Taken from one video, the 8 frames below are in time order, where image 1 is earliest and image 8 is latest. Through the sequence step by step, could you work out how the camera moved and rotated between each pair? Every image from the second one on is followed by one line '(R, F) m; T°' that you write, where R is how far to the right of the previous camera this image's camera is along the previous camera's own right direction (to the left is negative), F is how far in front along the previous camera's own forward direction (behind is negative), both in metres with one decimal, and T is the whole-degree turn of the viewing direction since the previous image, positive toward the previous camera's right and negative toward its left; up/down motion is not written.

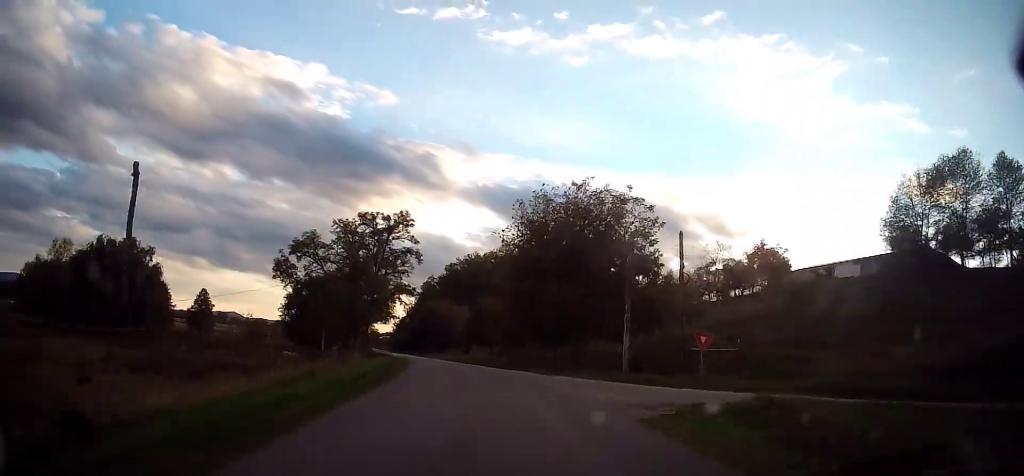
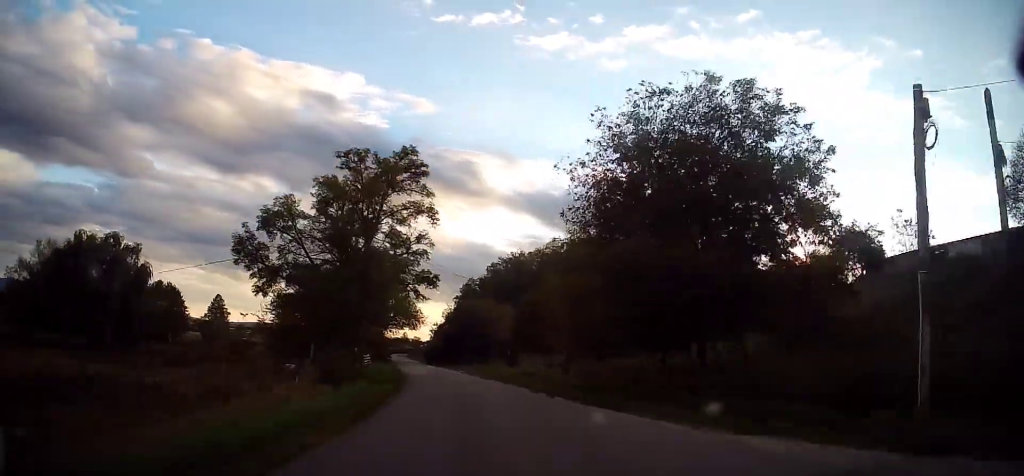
(-0.6, +14.2) m; -4°
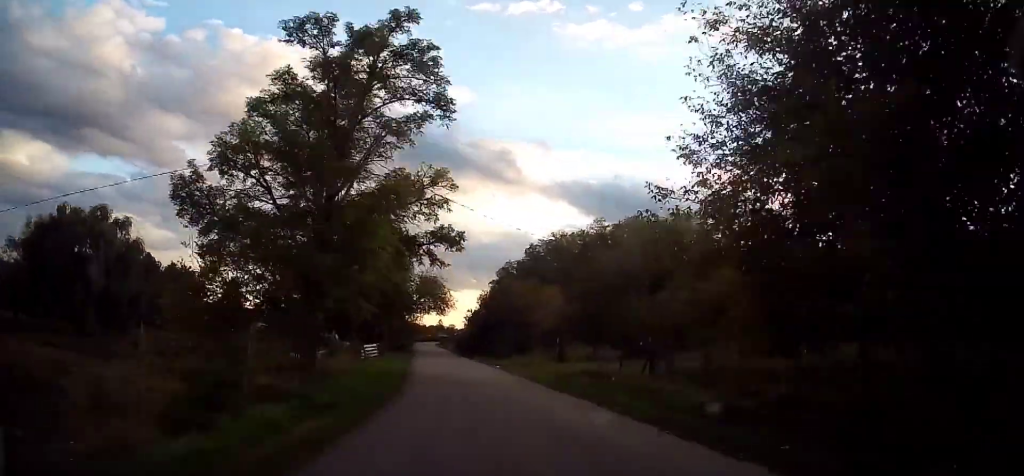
(-0.2, +9.6) m; -3°
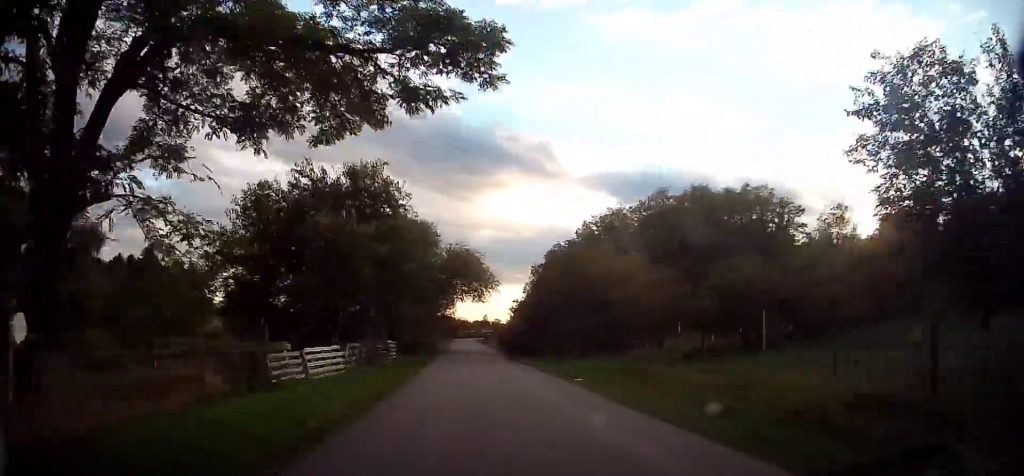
(-0.4, +15.0) m; -5°
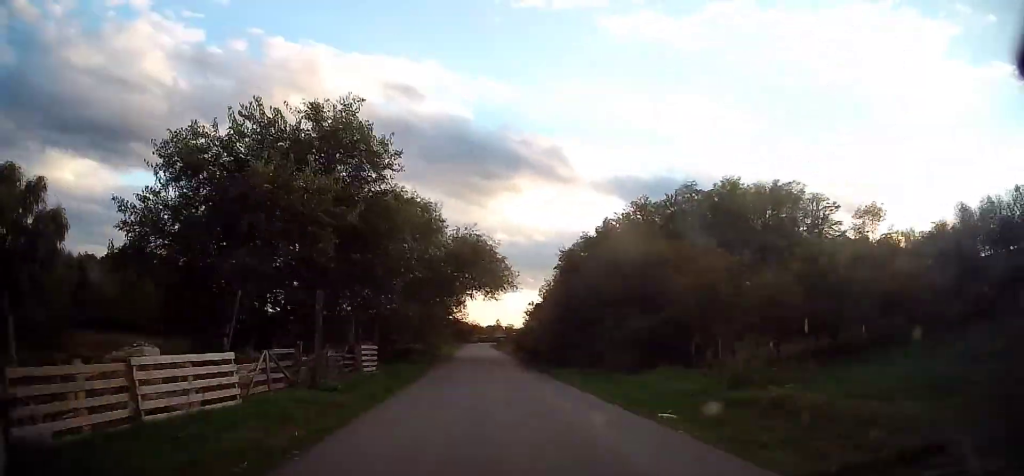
(-0.4, +7.4) m; -2°
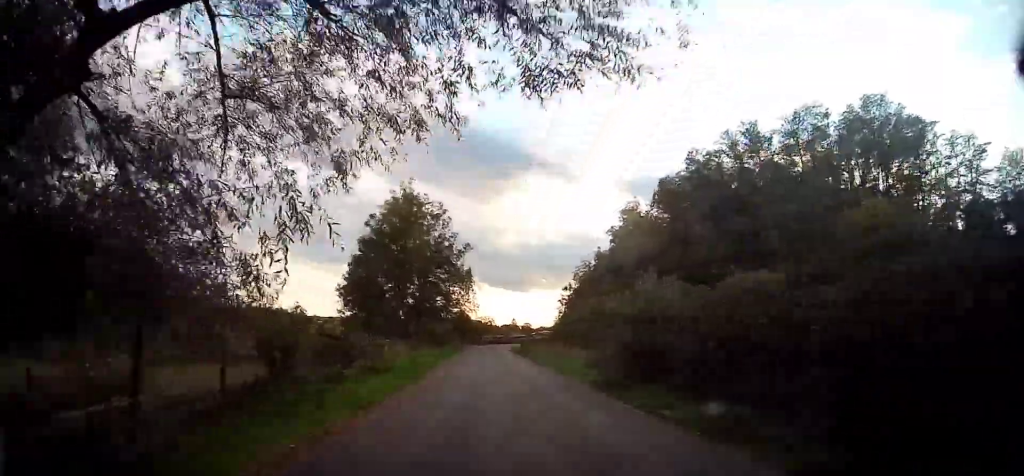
(-1.6, +32.6) m; -4°
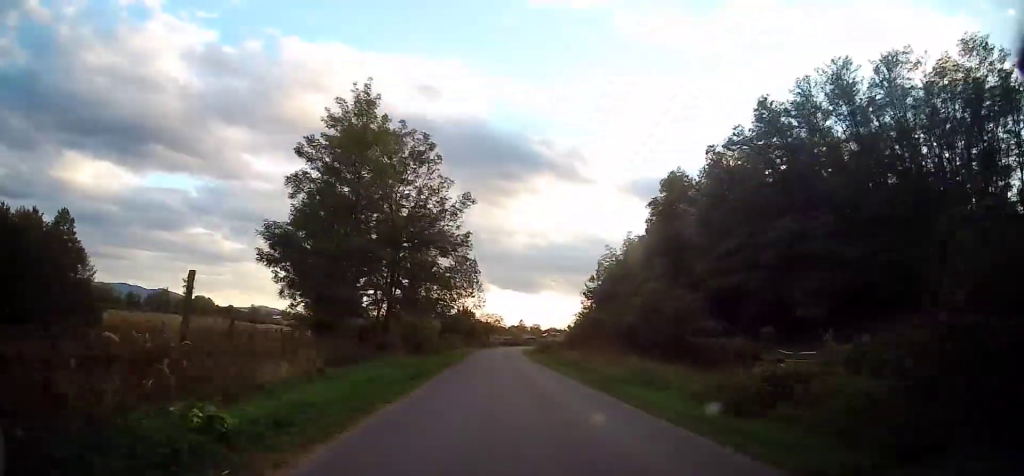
(-0.2, +15.0) m; -1°
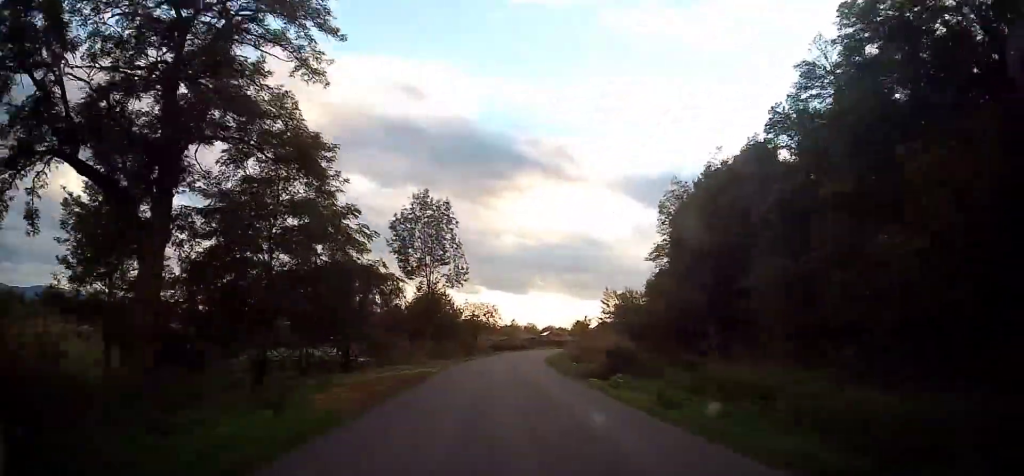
(+0.3, +34.7) m; +2°
